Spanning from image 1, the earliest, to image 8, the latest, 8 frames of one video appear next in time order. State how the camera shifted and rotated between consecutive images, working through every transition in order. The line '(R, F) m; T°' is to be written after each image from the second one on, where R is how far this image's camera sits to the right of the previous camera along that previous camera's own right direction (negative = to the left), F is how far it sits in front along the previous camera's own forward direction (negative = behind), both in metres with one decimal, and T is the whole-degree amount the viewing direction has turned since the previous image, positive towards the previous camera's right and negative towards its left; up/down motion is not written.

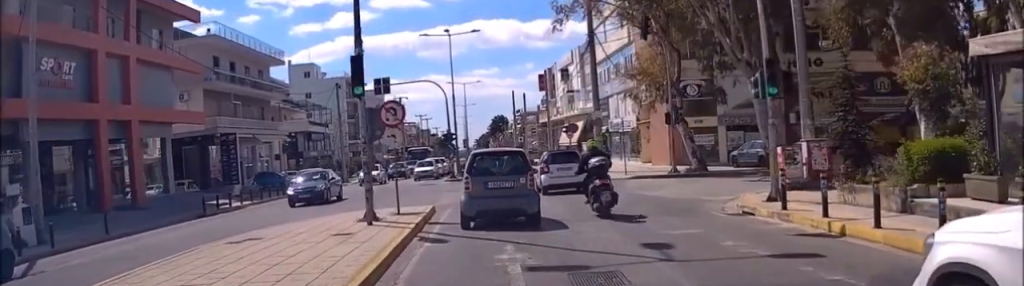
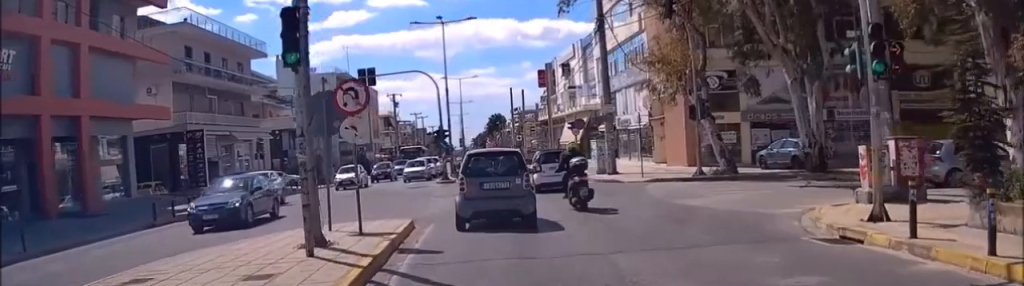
(+0.1, +4.1) m; +1°
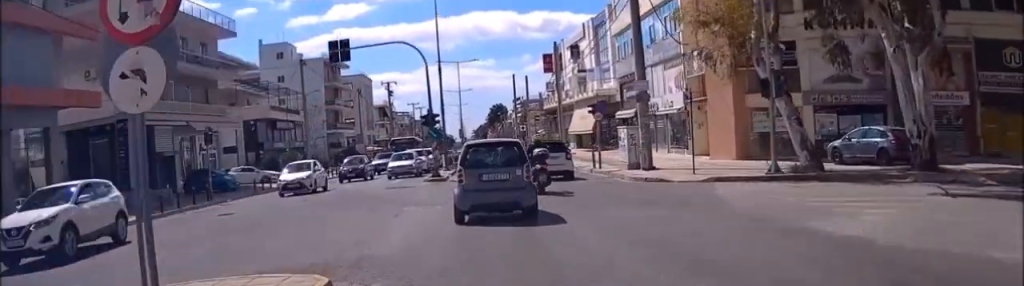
(-0.1, +6.8) m; -2°
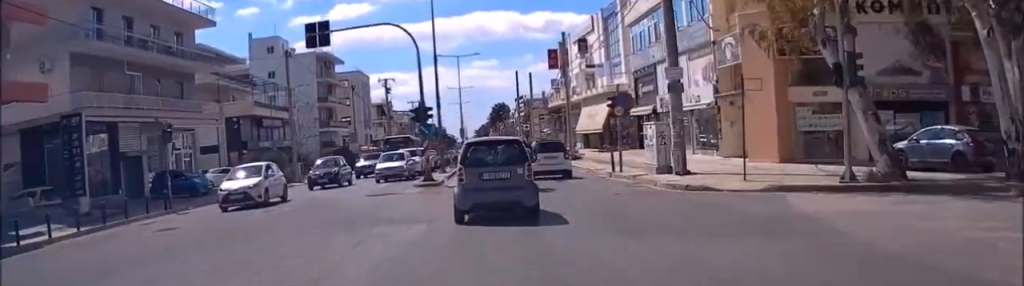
(-0.1, +4.9) m; -1°
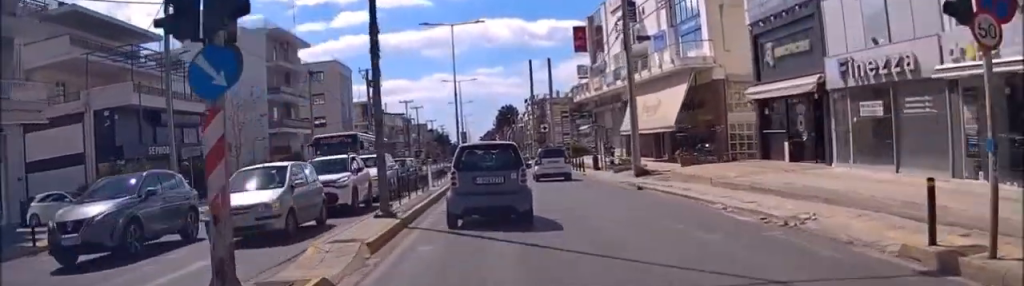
(-0.1, +21.9) m; 0°
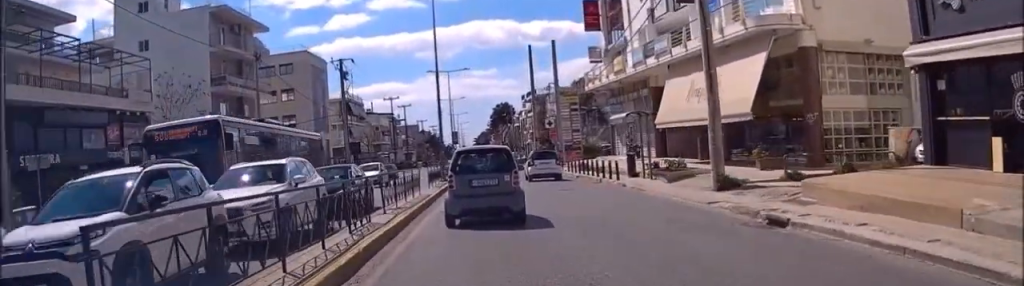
(0.0, +11.2) m; 0°
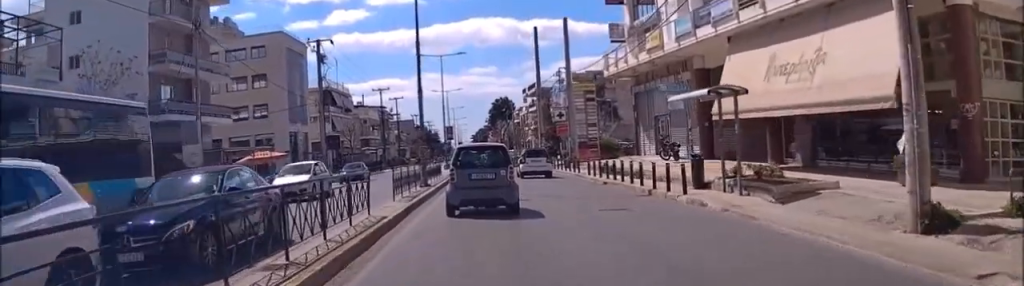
(0.0, +10.7) m; 0°
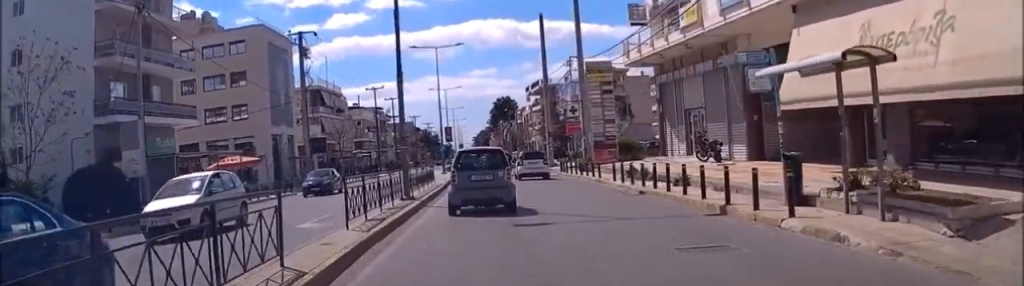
(0.0, +6.4) m; 0°
